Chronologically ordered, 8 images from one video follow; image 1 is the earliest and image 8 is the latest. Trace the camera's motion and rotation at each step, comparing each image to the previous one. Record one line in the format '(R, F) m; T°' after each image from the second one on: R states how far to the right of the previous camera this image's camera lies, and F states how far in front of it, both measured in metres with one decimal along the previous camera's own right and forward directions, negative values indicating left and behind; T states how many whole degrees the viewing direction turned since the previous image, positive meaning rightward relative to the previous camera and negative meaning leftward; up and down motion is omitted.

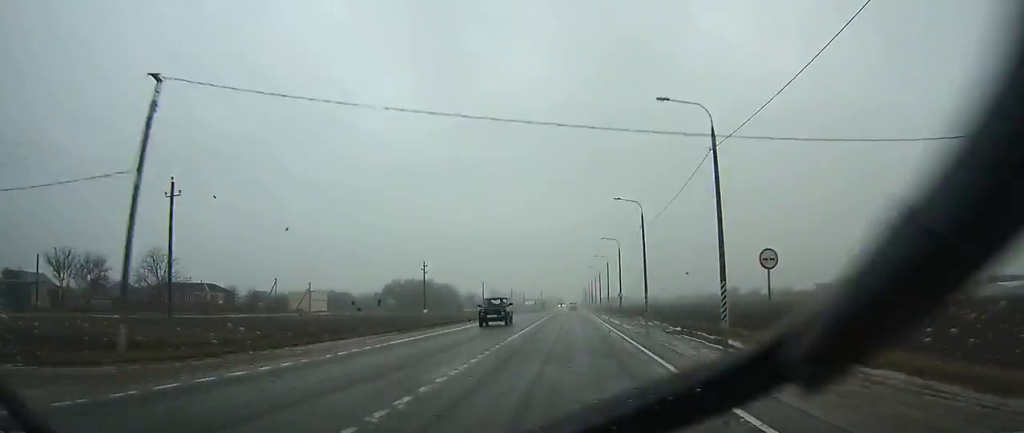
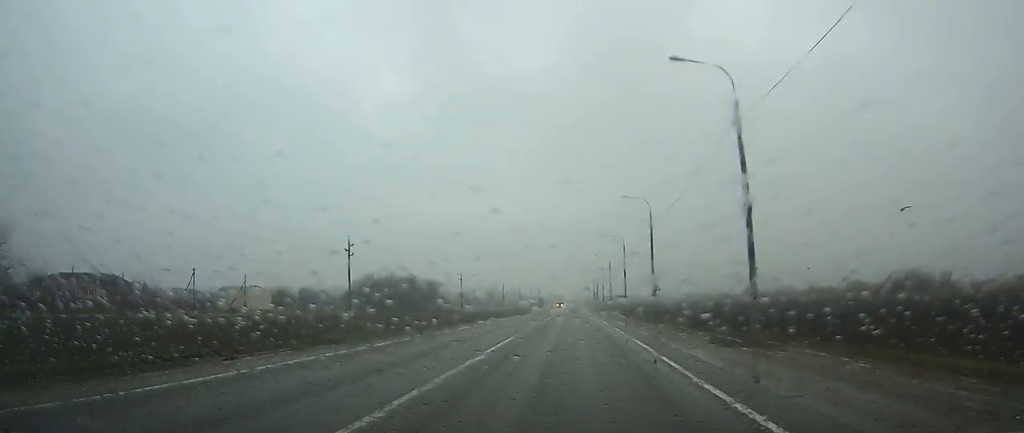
(0.0, +32.6) m; 0°
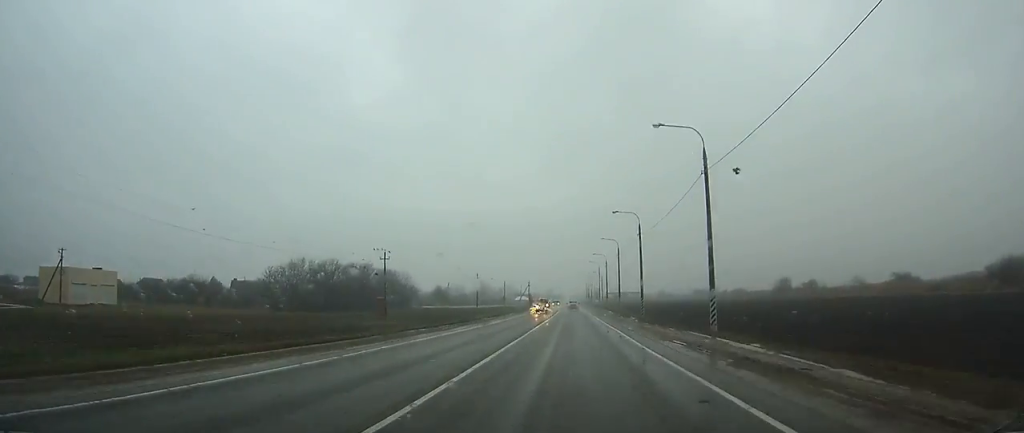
(-0.1, +50.4) m; 0°
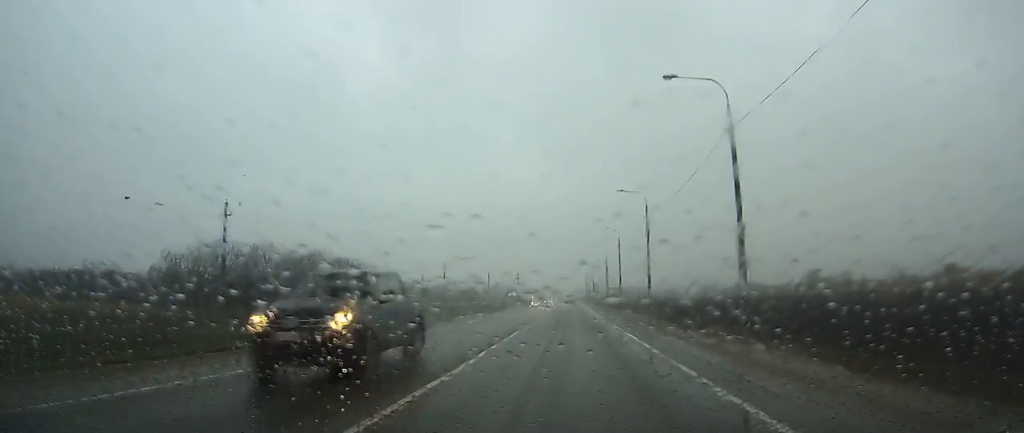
(-0.1, +35.4) m; 0°
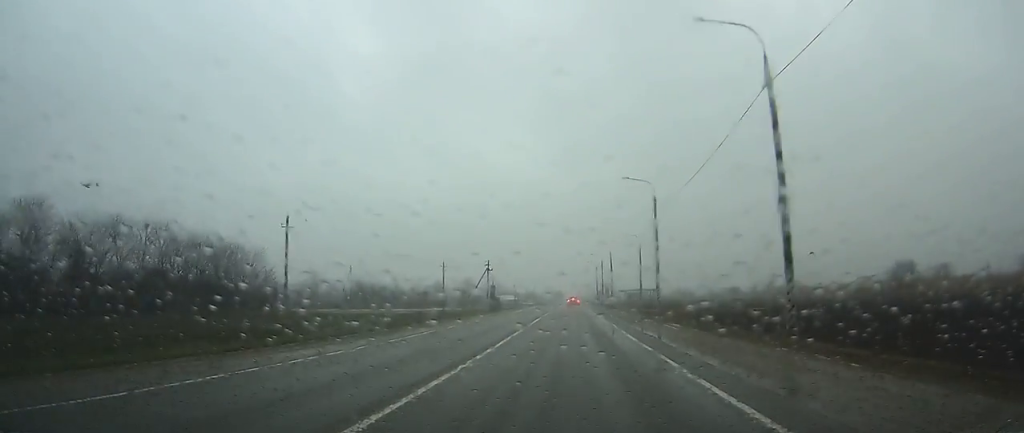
(+0.1, +61.4) m; 0°
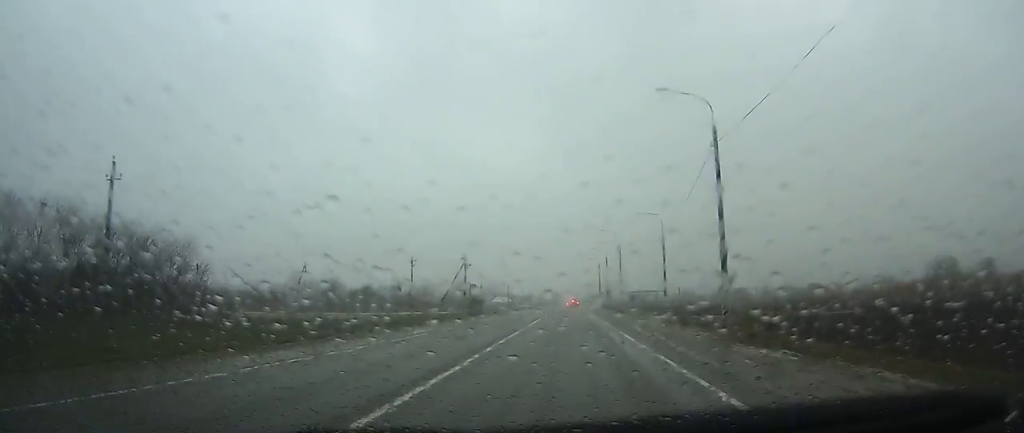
(0.0, +19.3) m; 0°
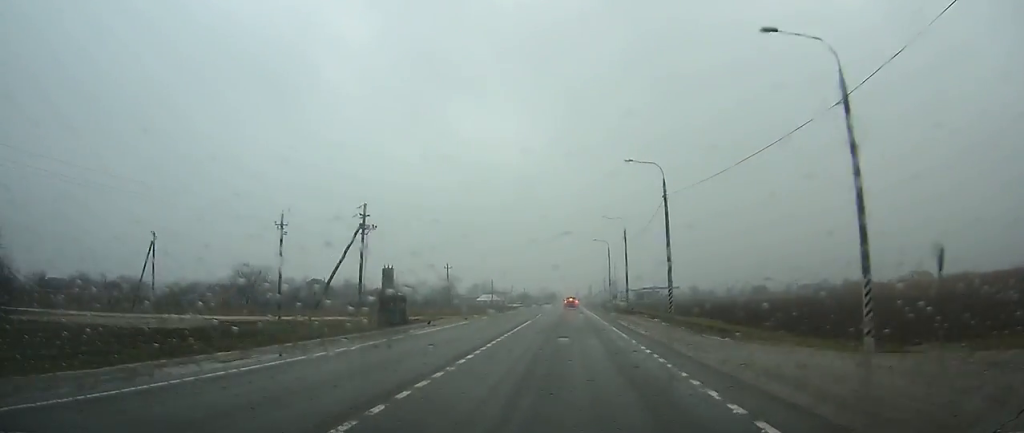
(+0.1, +37.4) m; 0°
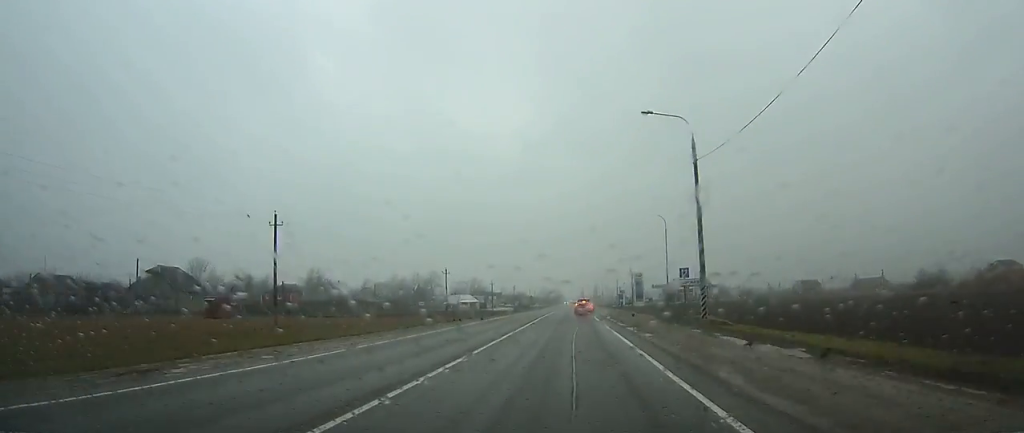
(0.0, +64.9) m; 0°
